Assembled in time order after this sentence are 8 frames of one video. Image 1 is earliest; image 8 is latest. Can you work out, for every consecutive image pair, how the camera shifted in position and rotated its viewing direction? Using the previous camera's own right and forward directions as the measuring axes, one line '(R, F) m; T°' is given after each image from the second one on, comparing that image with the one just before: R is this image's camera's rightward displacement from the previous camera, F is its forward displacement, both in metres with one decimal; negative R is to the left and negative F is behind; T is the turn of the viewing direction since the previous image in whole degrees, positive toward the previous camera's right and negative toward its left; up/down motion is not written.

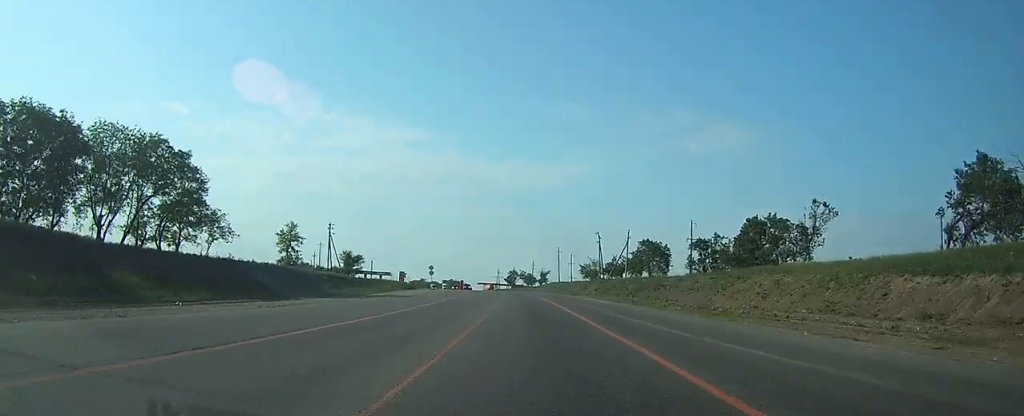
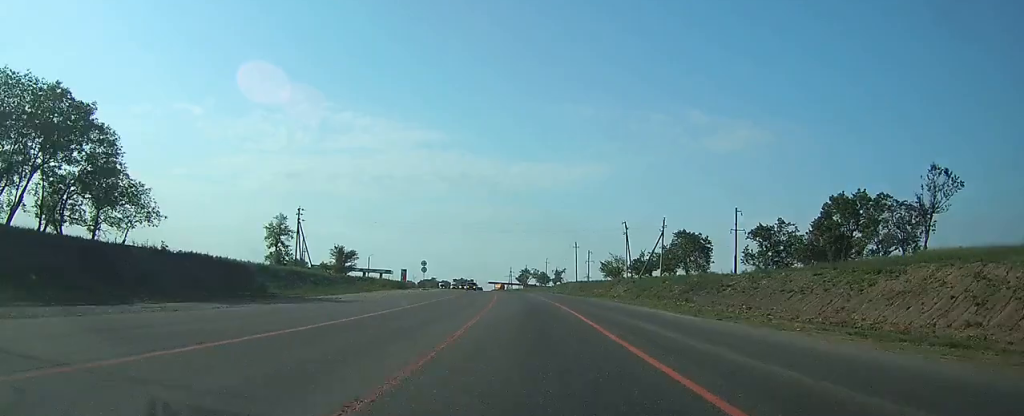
(+0.1, +18.8) m; -1°
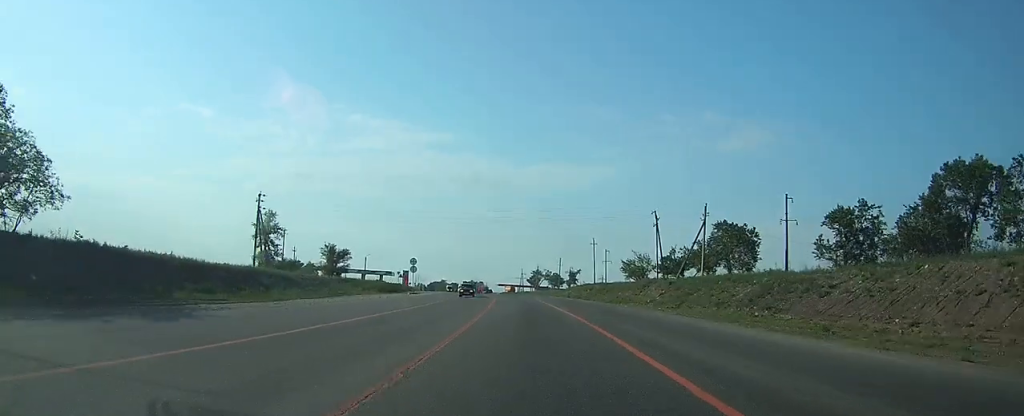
(-0.3, +15.7) m; -1°
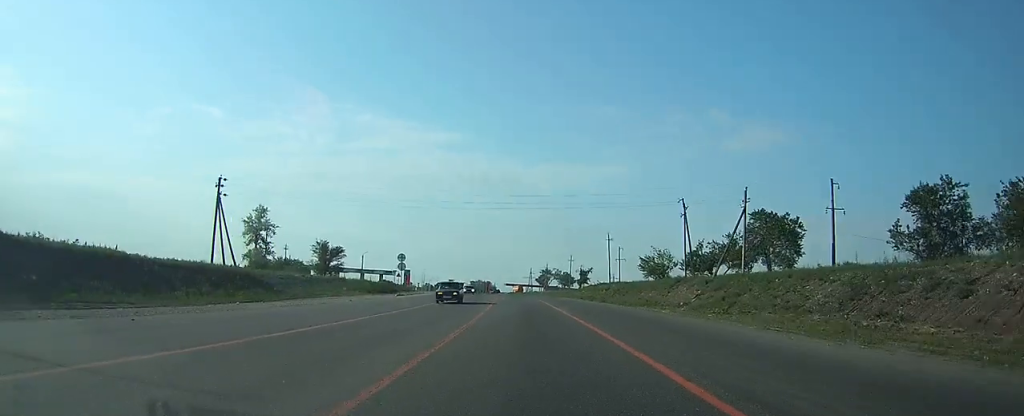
(-0.1, +11.0) m; -1°
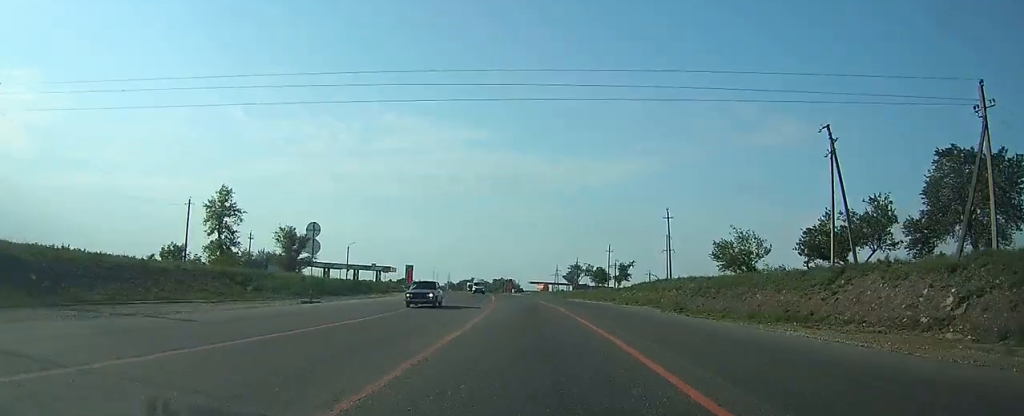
(-0.6, +31.6) m; -2°
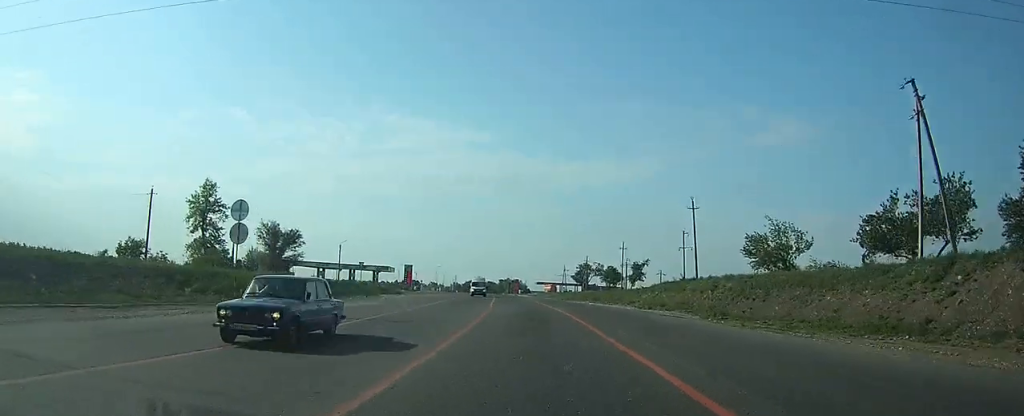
(0.0, +9.5) m; -1°
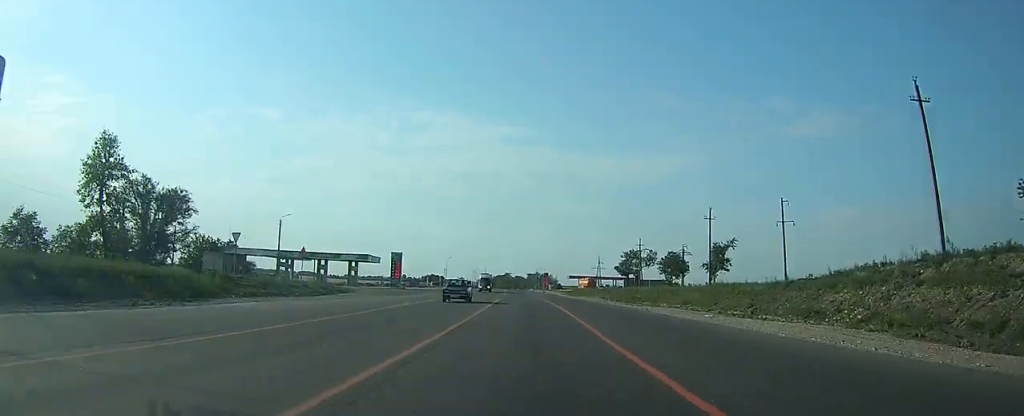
(-1.2, +39.6) m; -2°
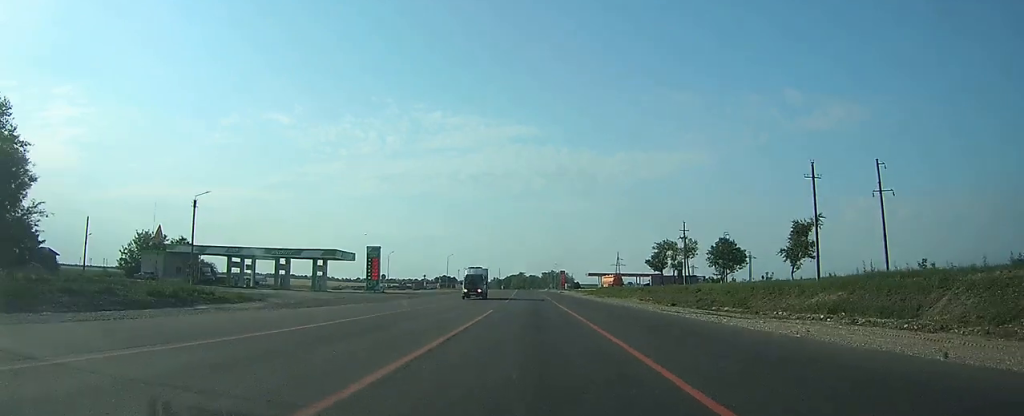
(-0.1, +23.9) m; -1°
